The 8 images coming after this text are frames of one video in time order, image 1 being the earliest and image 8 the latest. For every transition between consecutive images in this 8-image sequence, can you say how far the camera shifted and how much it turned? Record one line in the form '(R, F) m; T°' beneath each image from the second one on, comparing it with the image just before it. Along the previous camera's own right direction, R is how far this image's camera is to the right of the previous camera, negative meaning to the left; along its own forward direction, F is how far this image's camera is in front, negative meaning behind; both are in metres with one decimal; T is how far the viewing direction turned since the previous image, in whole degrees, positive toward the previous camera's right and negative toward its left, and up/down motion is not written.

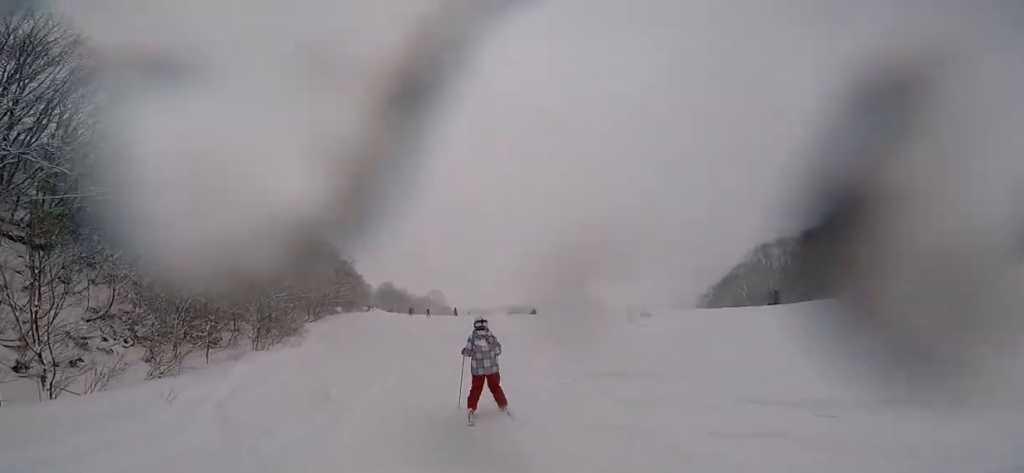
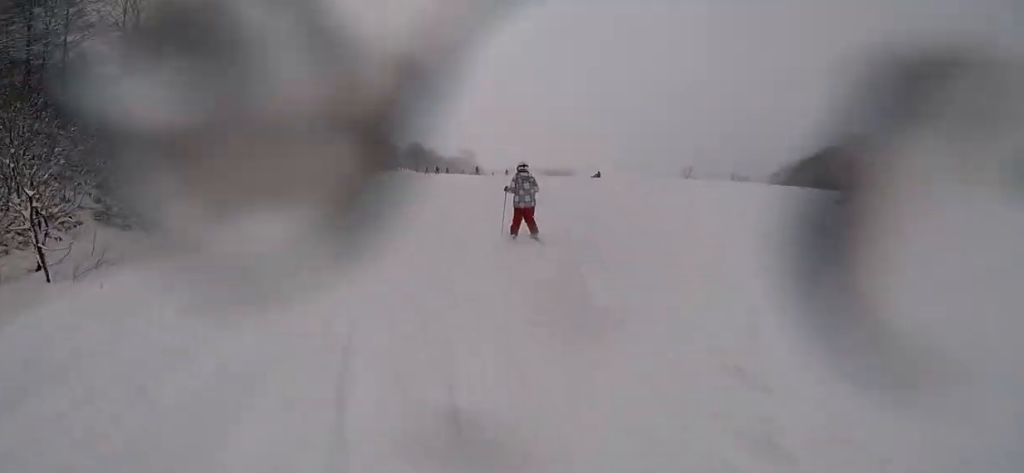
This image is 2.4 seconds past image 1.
(+1.8, +8.6) m; +20°
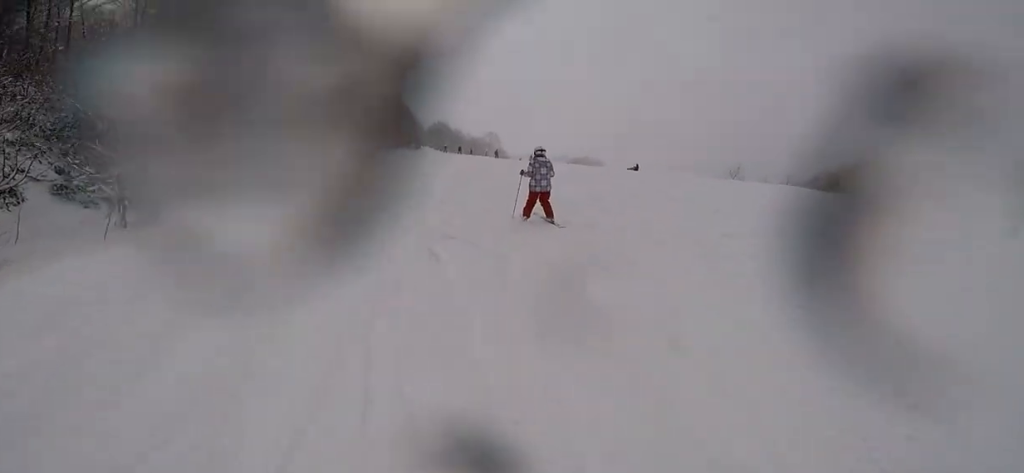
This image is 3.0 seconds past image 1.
(-0.1, +2.9) m; -2°
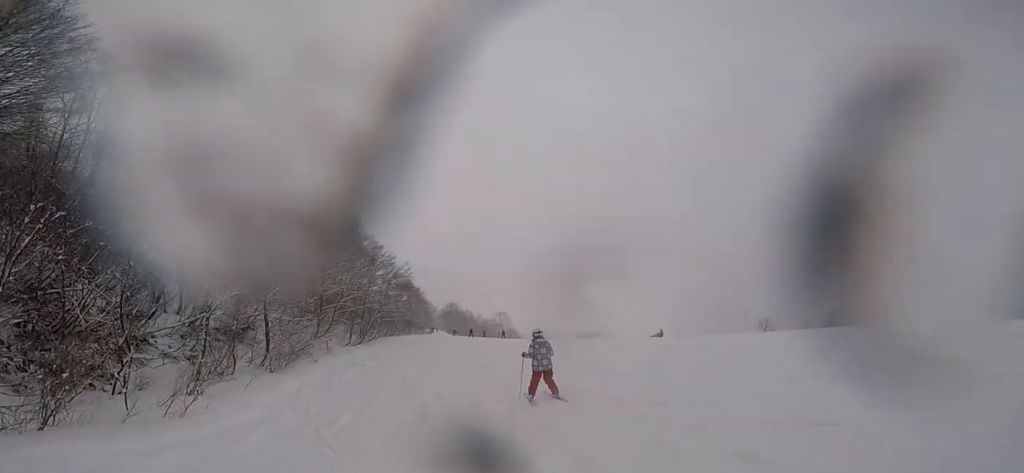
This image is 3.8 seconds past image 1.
(-0.8, +3.4) m; -3°
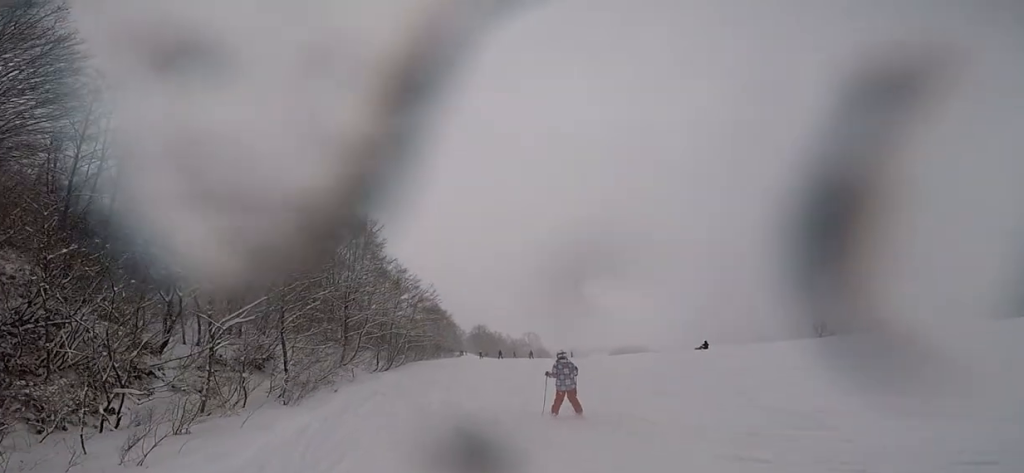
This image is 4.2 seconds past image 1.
(+0.5, +2.1) m; 0°
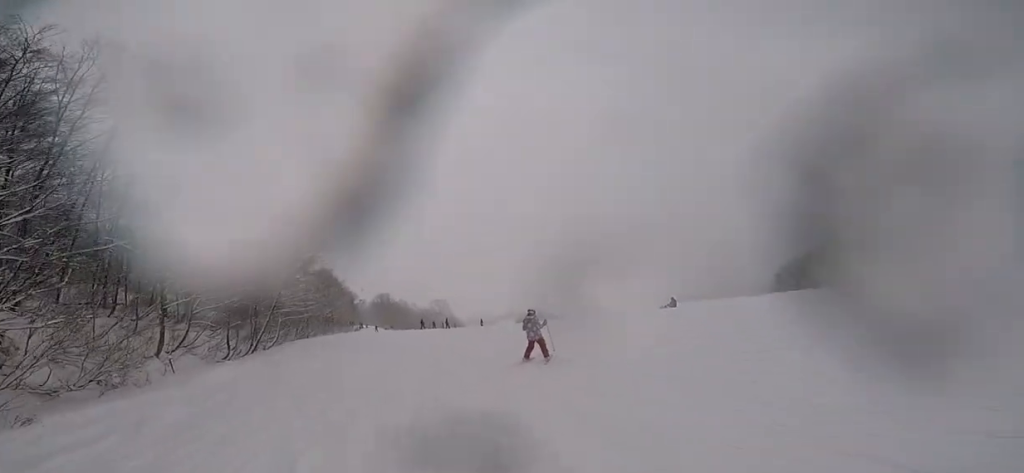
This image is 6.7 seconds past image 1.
(+1.2, +10.9) m; +4°
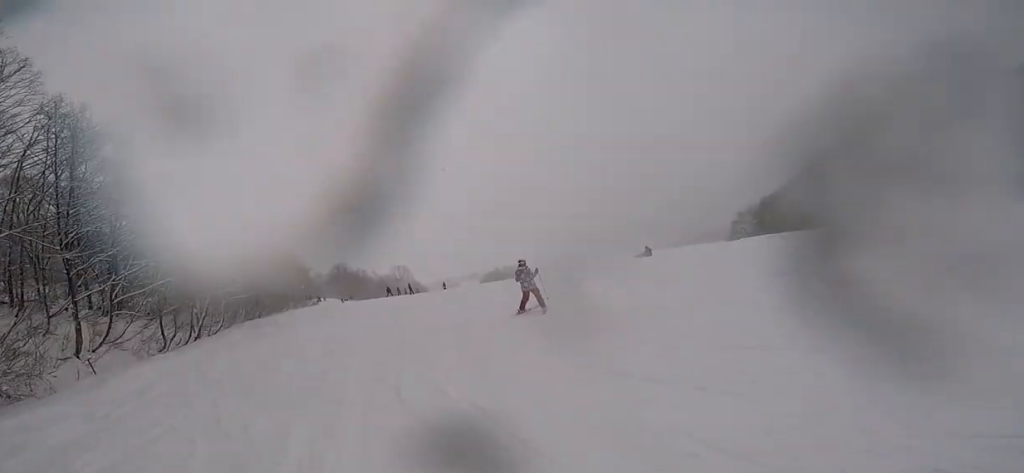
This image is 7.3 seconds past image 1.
(-1.0, +2.5) m; +1°
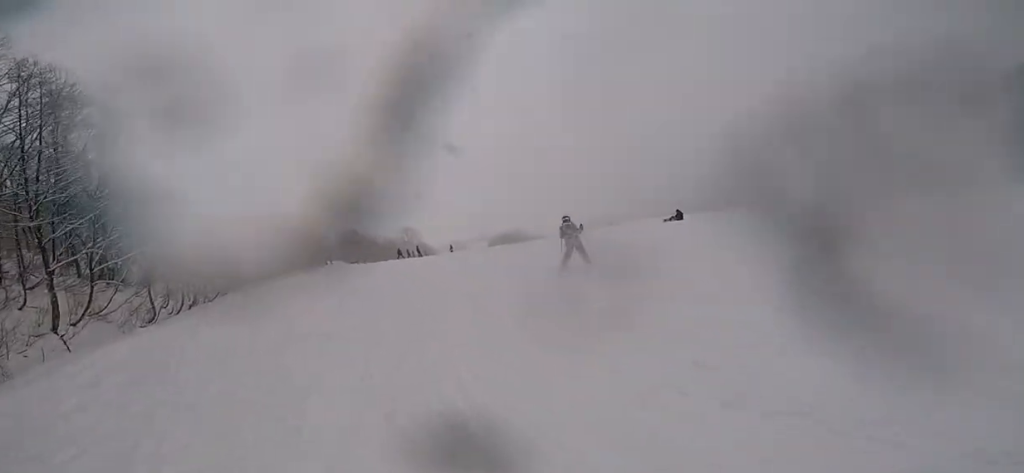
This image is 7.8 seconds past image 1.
(-0.4, +2.3) m; +3°
